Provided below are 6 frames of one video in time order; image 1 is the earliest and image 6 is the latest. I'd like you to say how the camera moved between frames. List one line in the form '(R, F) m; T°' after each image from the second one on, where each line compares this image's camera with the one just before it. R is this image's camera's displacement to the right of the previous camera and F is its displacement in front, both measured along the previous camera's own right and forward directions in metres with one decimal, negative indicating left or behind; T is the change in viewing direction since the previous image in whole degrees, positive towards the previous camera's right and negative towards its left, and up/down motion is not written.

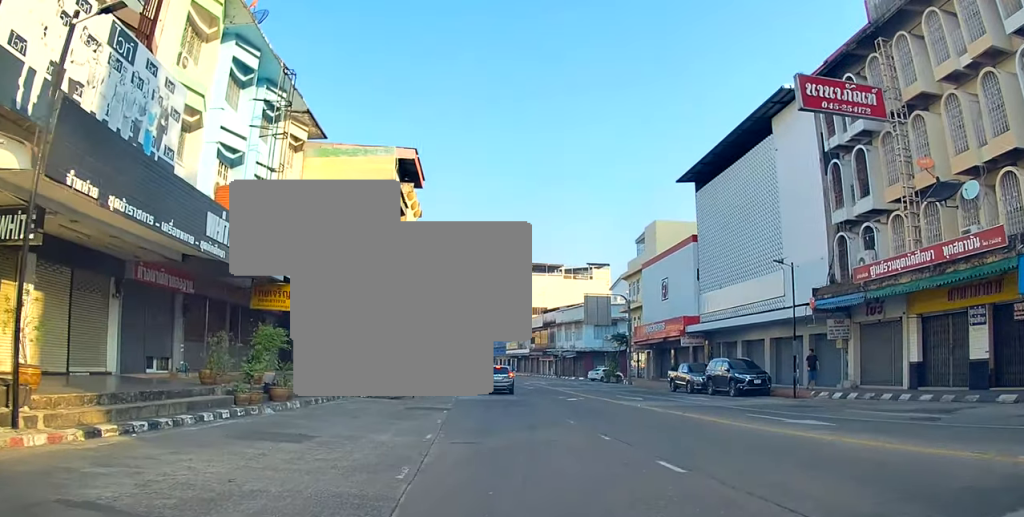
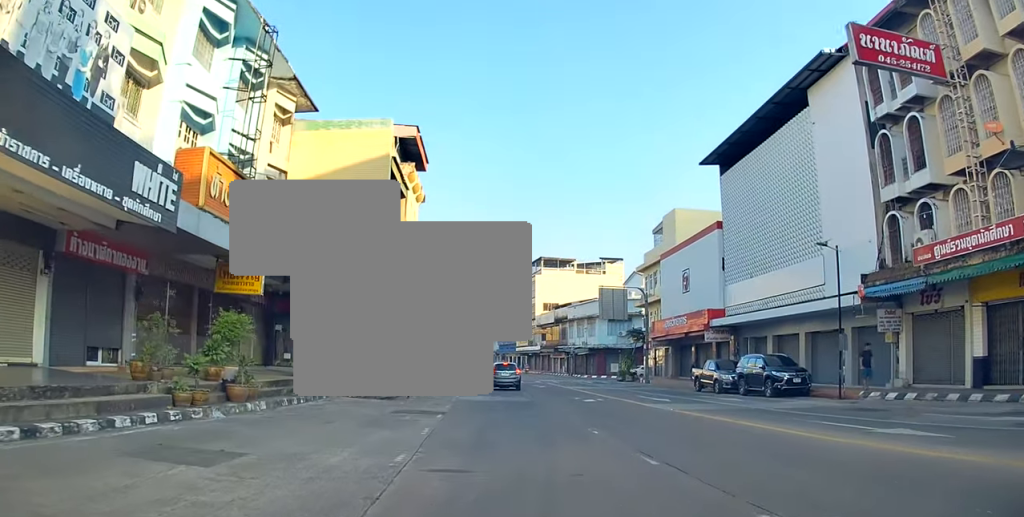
(+0.2, +3.5) m; +3°
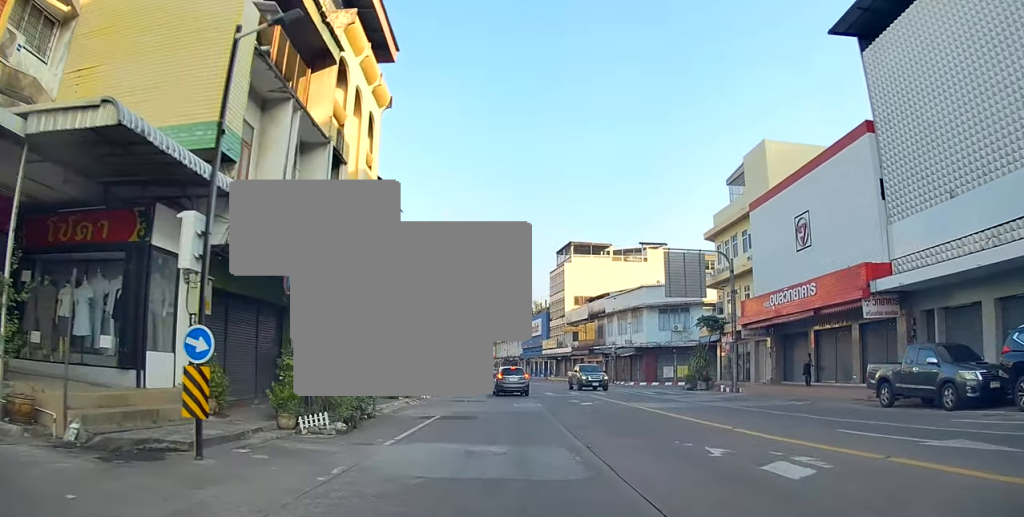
(+0.4, +17.0) m; -3°
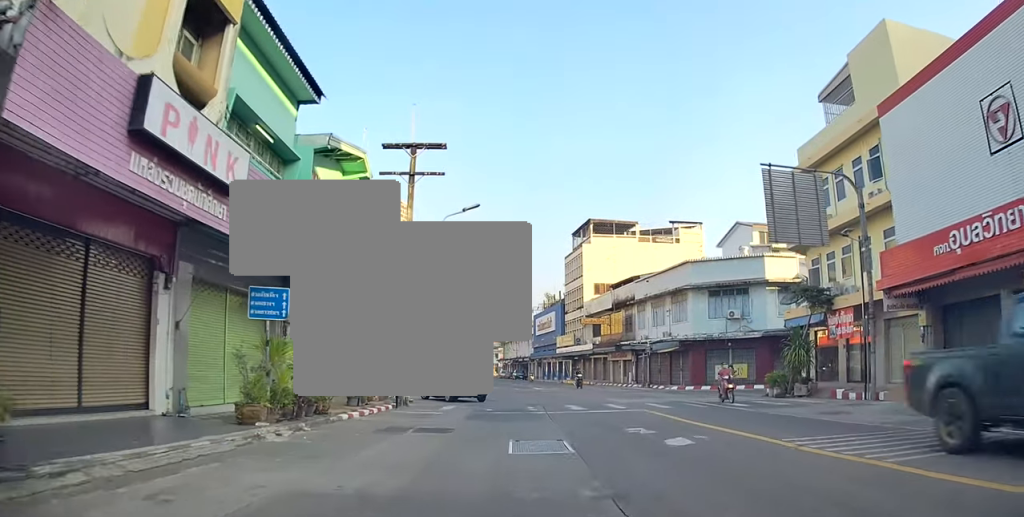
(+1.5, +13.2) m; +19°
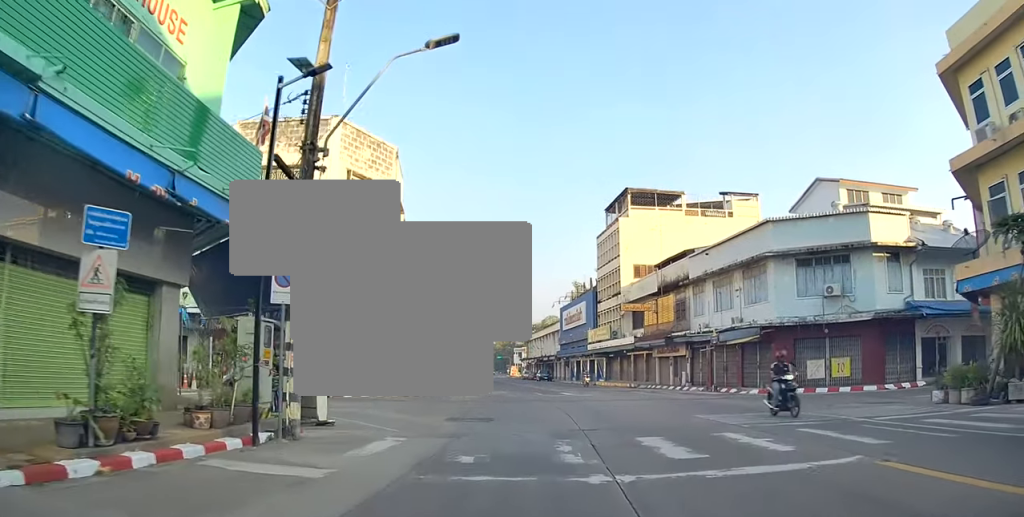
(-1.0, +12.7) m; -10°
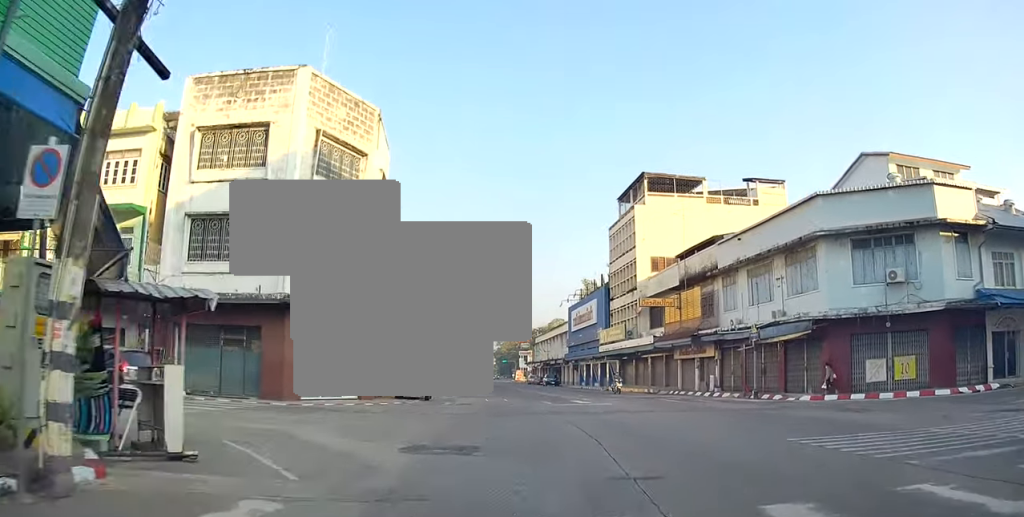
(-0.2, +6.1) m; -1°
